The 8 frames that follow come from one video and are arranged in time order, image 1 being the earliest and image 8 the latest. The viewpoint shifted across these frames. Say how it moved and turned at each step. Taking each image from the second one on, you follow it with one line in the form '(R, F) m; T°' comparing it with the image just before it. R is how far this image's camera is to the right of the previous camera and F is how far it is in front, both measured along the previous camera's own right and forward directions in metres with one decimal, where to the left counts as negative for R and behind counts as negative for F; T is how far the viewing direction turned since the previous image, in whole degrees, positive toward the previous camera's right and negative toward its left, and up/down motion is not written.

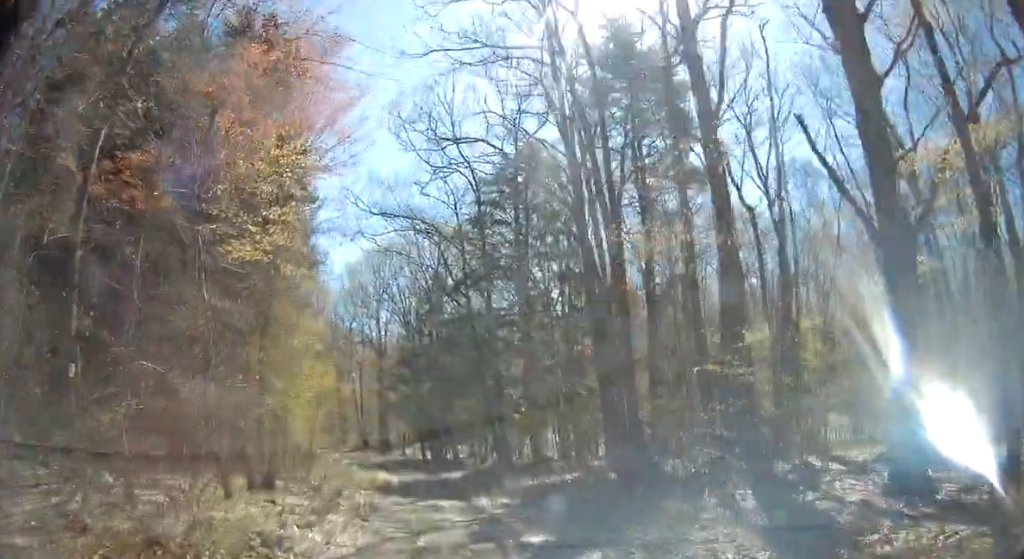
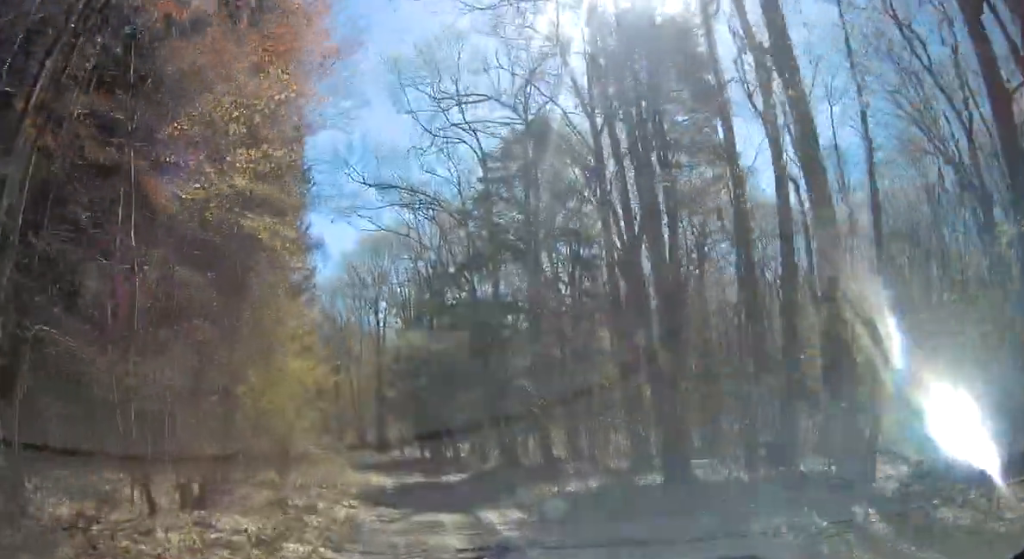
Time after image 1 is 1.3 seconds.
(+0.2, +4.4) m; -1°
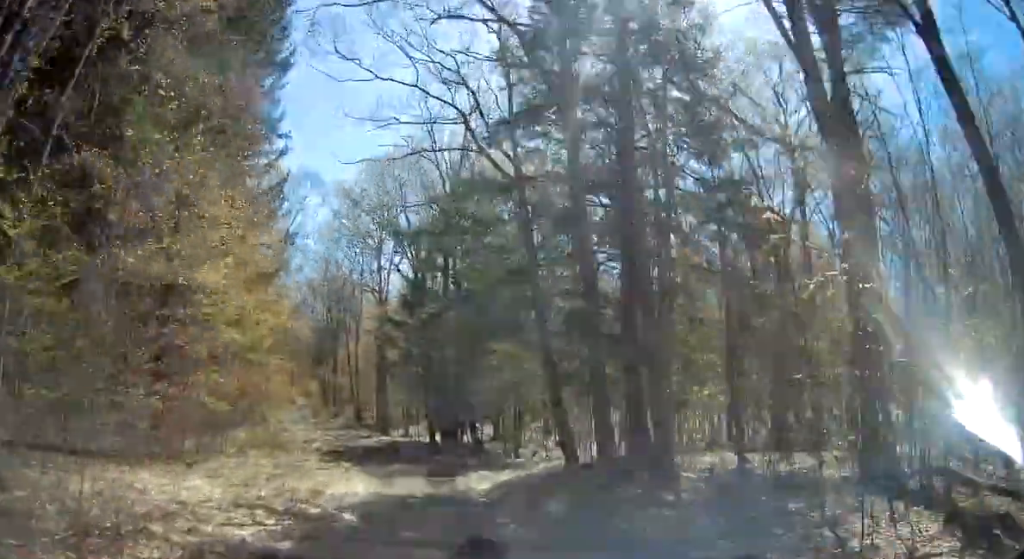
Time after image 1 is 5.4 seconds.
(-1.0, +13.9) m; -7°
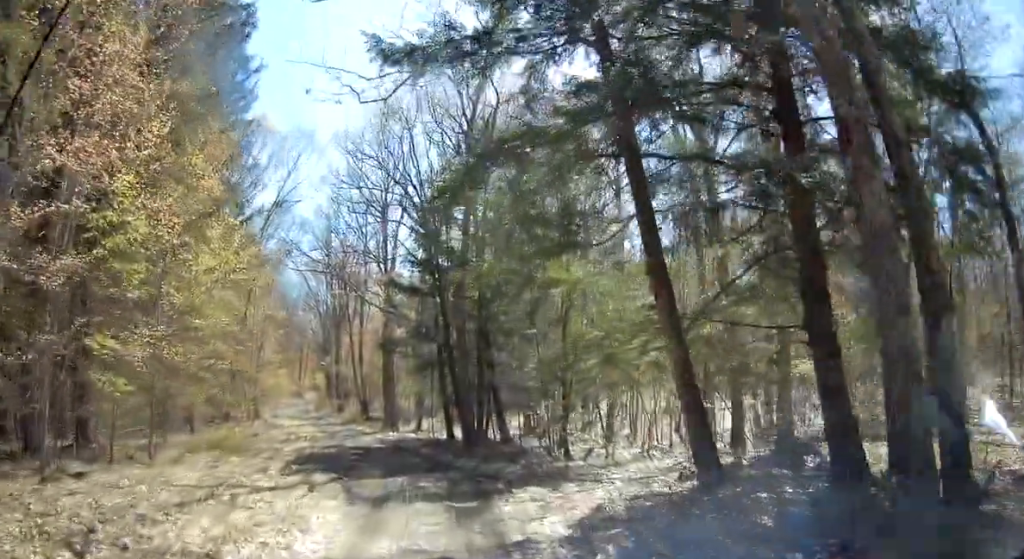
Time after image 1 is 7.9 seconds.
(-0.1, +8.2) m; -3°
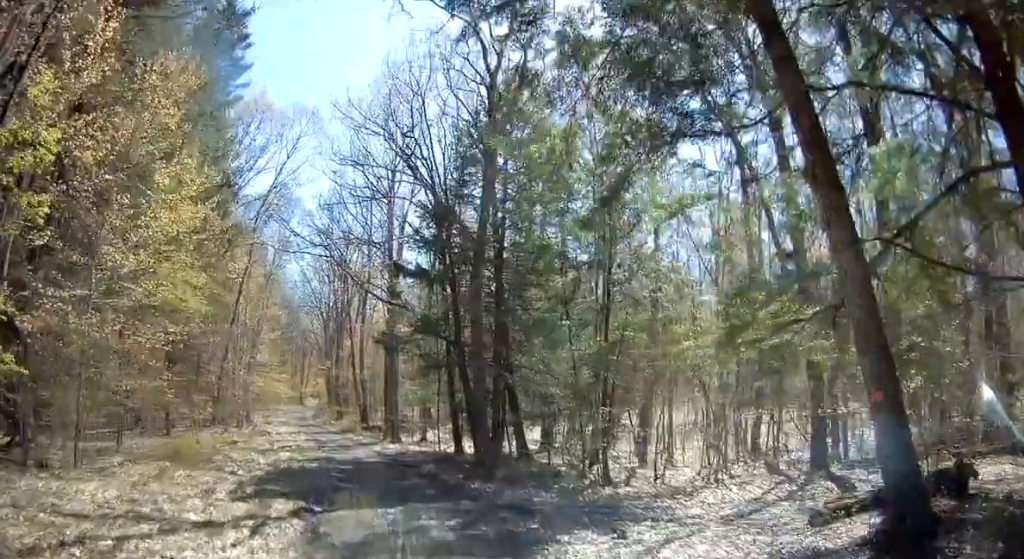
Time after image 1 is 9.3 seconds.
(-0.1, +4.7) m; -2°
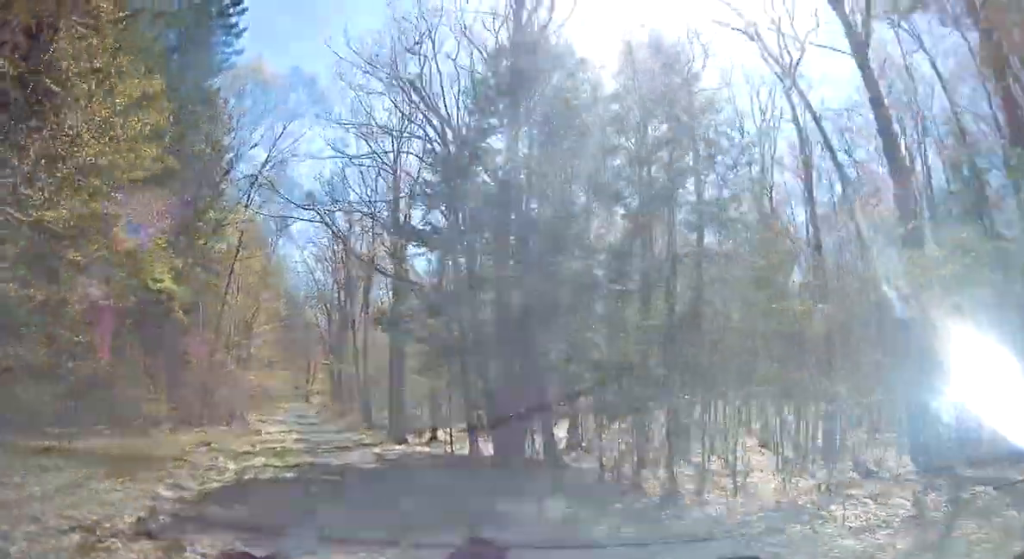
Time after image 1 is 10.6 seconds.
(-0.1, +4.7) m; -2°
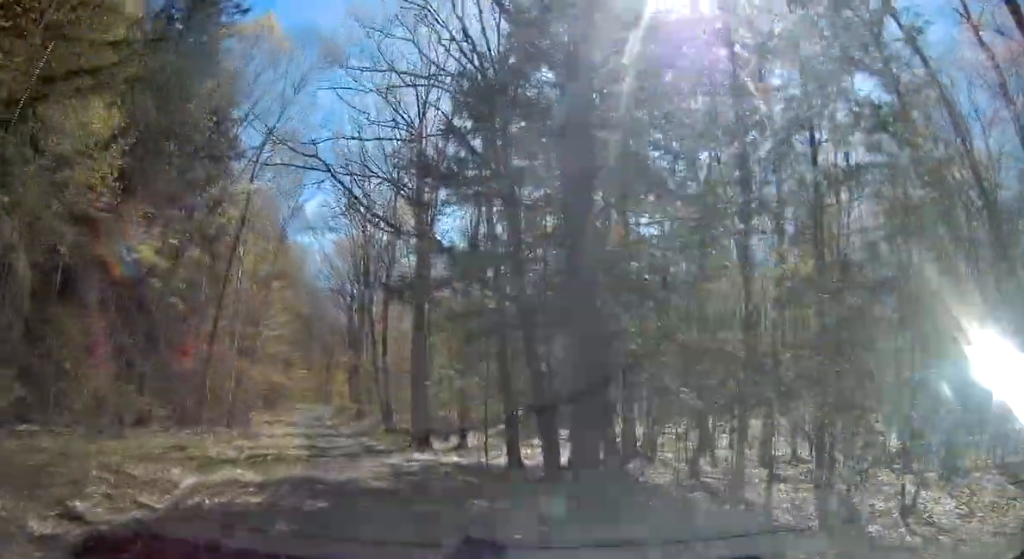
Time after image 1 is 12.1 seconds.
(-0.1, +5.8) m; 0°
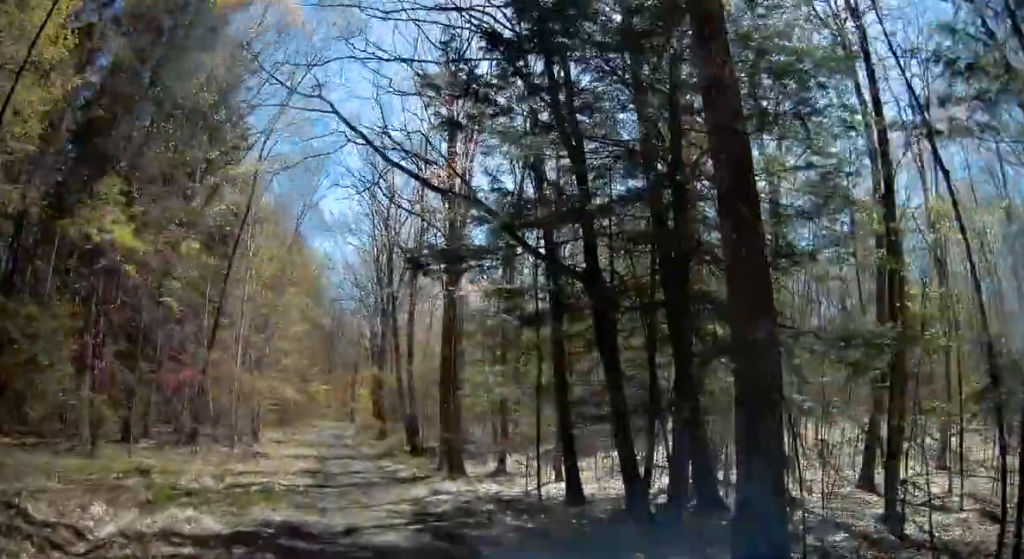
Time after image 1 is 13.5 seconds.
(+0.1, +5.1) m; 0°
